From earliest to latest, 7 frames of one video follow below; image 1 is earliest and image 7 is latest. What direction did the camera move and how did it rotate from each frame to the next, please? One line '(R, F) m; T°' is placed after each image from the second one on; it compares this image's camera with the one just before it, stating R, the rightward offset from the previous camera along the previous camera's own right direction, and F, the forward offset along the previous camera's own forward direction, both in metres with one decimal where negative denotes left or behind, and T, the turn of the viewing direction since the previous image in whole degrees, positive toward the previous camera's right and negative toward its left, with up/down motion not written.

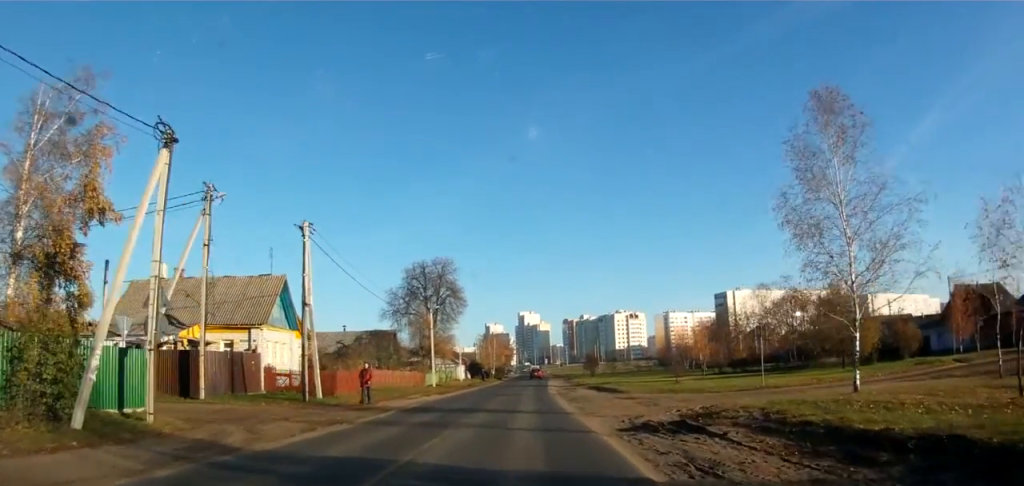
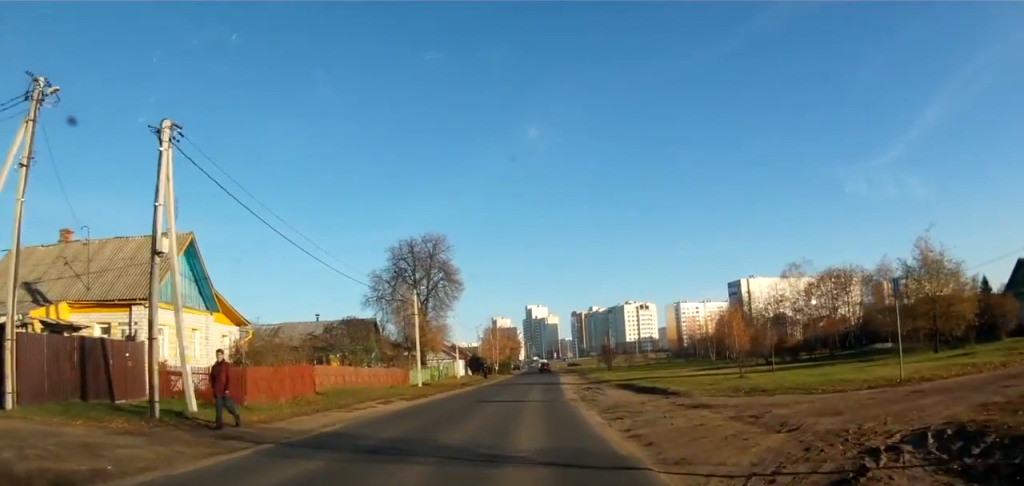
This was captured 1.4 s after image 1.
(-0.1, +11.3) m; -4°
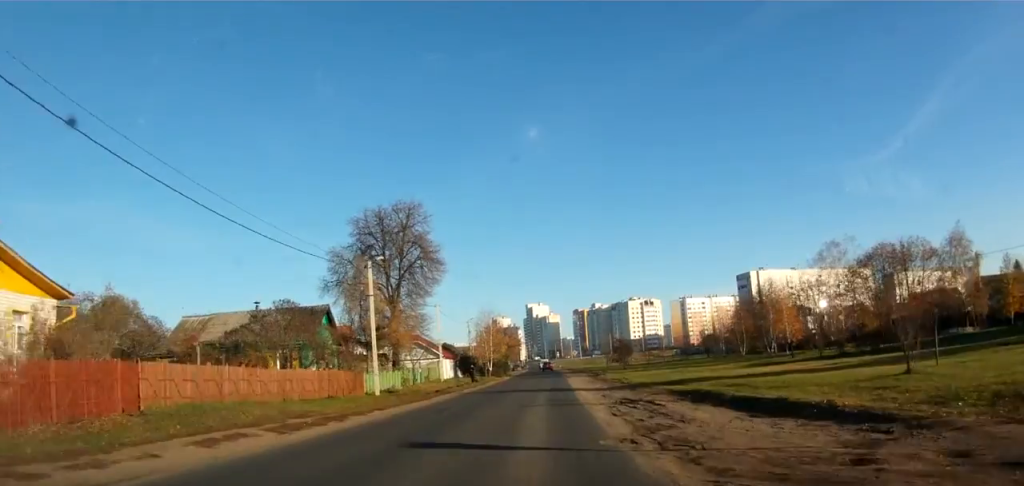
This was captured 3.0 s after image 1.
(-0.2, +13.7) m; +1°
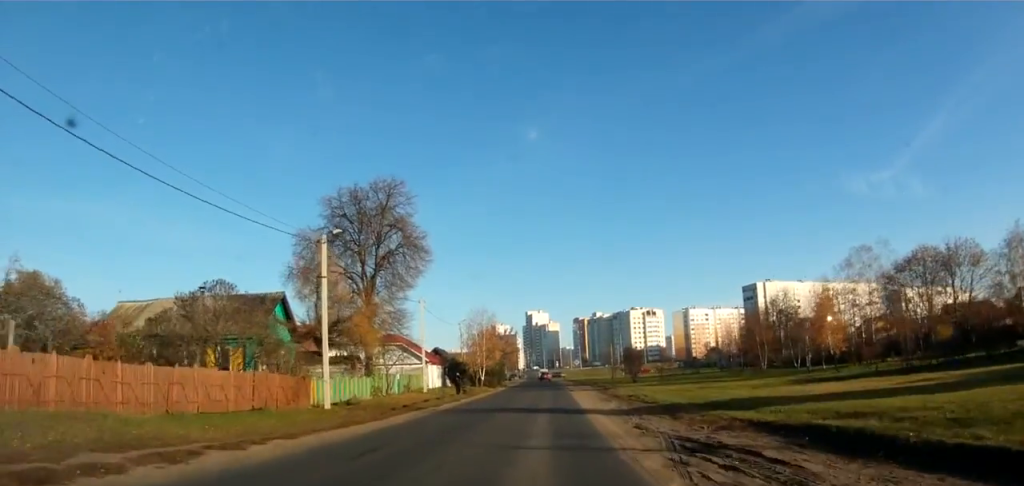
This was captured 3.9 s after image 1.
(0.0, +8.3) m; 0°
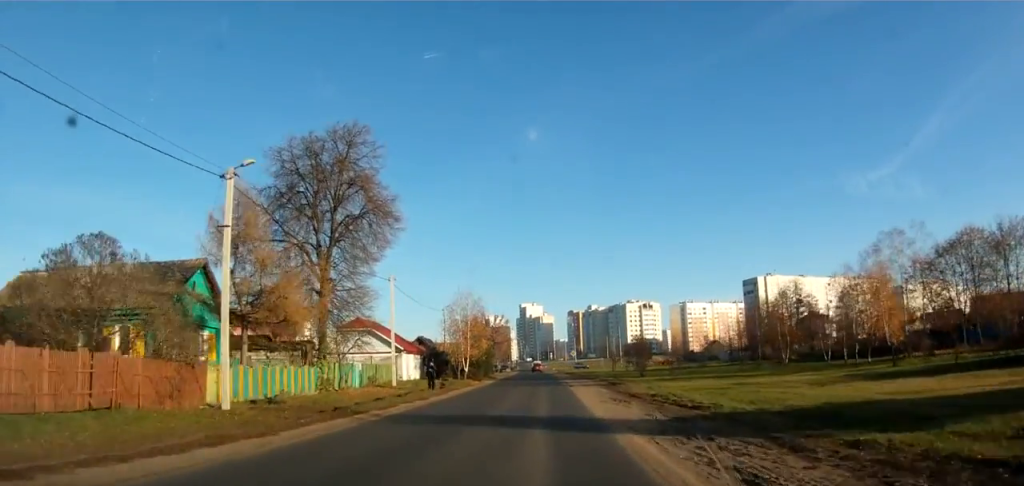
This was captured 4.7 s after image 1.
(0.0, +8.5) m; +1°
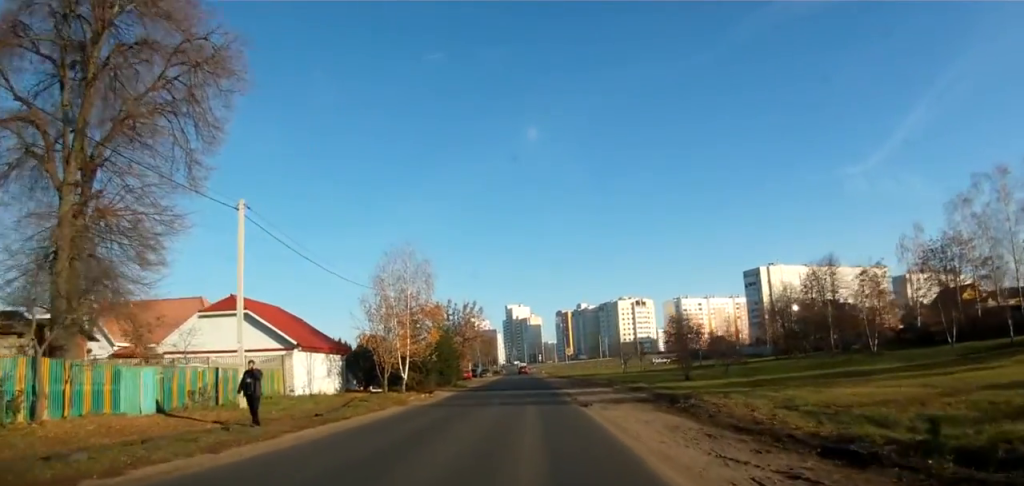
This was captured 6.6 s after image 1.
(+0.4, +20.4) m; 0°
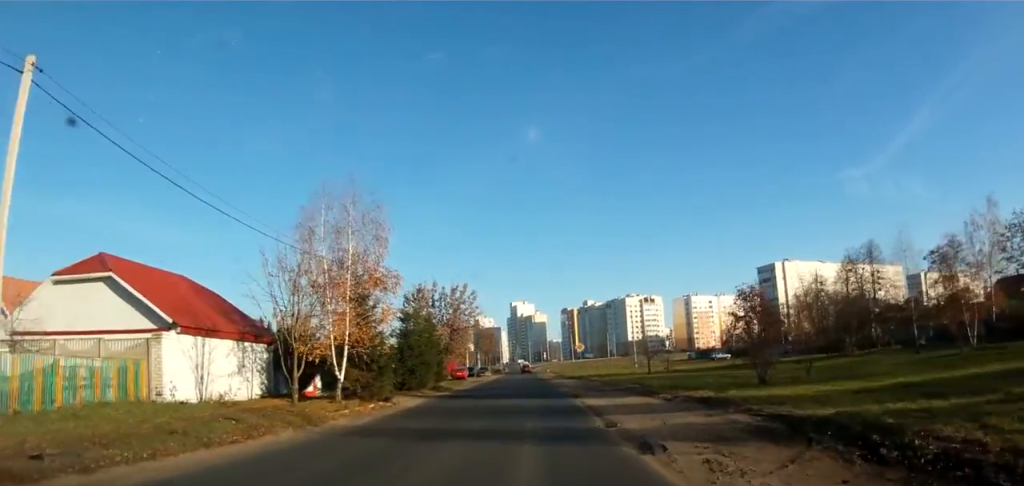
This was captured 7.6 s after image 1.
(-0.3, +11.0) m; 0°
